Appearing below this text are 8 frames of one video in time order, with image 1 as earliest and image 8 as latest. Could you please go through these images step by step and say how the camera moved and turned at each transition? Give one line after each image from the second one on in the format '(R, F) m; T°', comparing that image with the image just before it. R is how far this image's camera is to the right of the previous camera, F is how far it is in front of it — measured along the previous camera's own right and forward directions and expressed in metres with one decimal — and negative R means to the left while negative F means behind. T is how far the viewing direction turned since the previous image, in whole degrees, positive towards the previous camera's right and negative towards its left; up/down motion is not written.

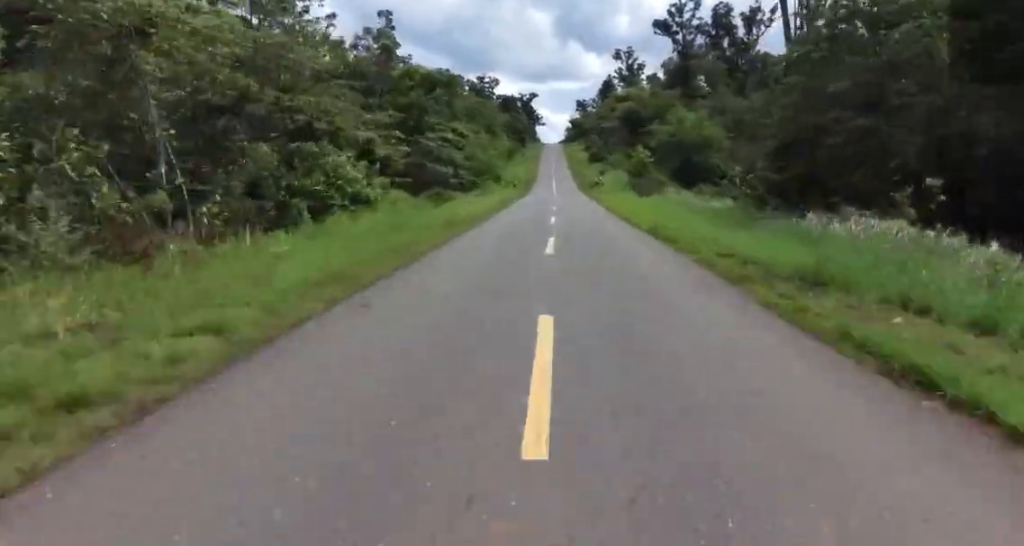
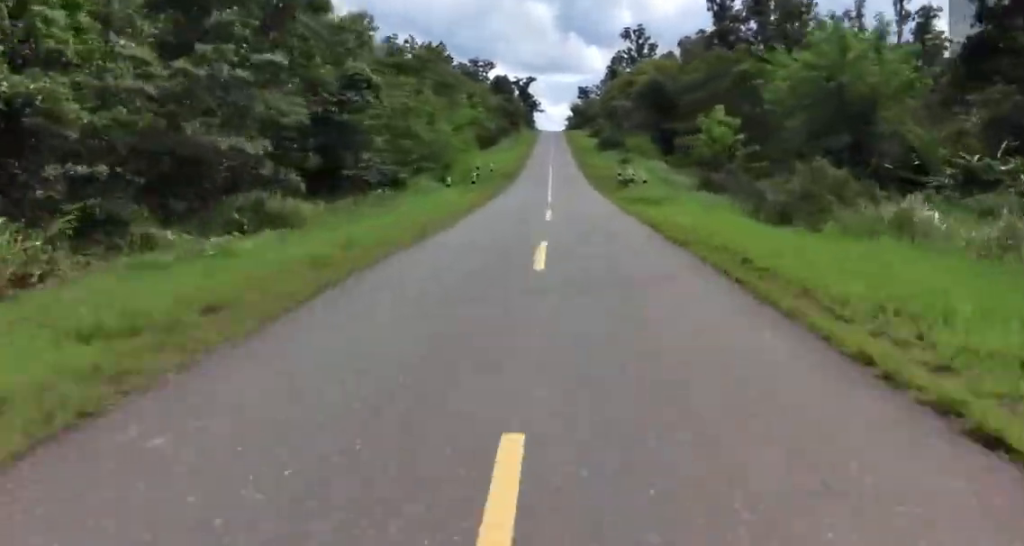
(+0.5, +28.2) m; +1°
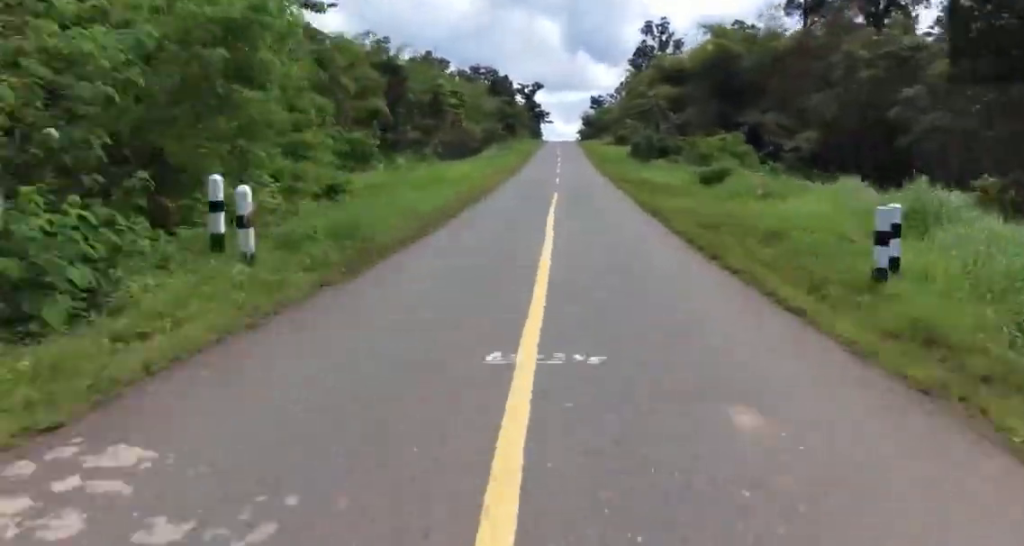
(+0.2, +30.5) m; 0°
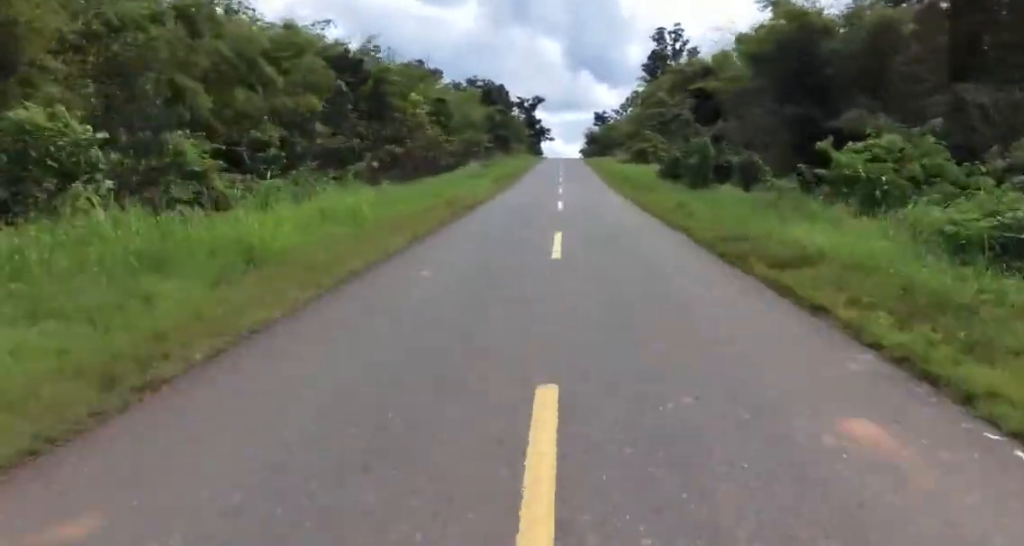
(0.0, +18.4) m; -1°
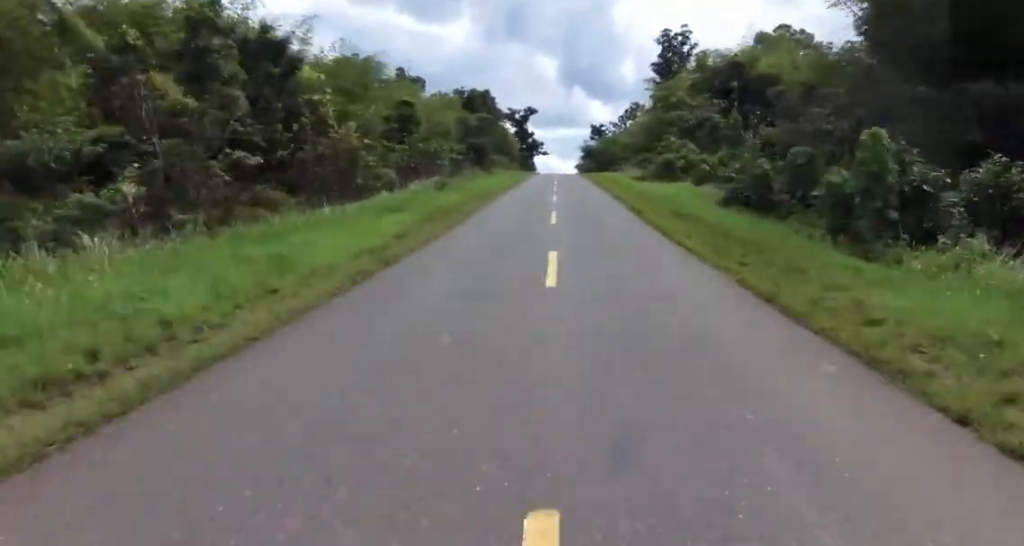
(-0.6, +18.3) m; -2°
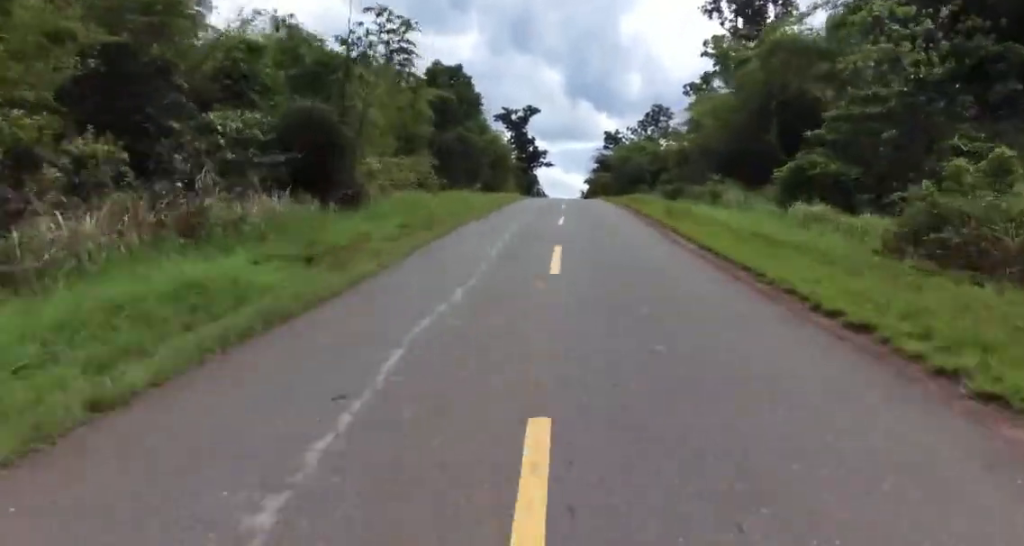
(-0.5, +39.4) m; 0°
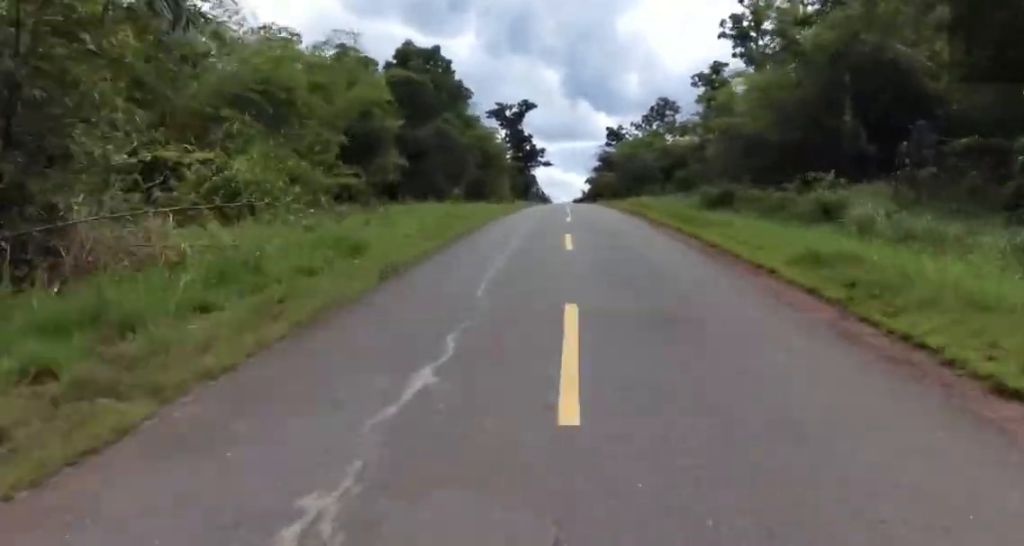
(-0.2, +12.8) m; +1°
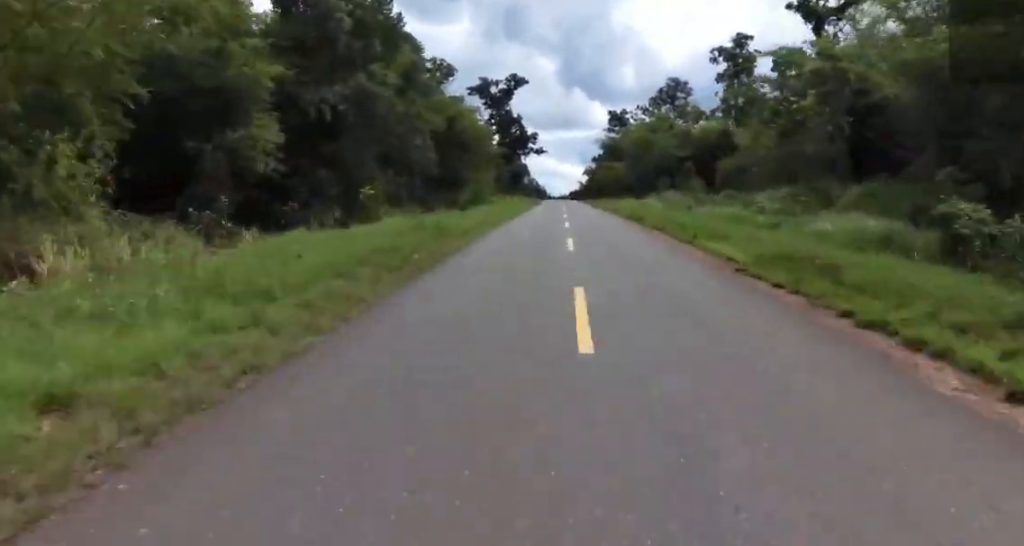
(+1.1, +23.5) m; +3°
